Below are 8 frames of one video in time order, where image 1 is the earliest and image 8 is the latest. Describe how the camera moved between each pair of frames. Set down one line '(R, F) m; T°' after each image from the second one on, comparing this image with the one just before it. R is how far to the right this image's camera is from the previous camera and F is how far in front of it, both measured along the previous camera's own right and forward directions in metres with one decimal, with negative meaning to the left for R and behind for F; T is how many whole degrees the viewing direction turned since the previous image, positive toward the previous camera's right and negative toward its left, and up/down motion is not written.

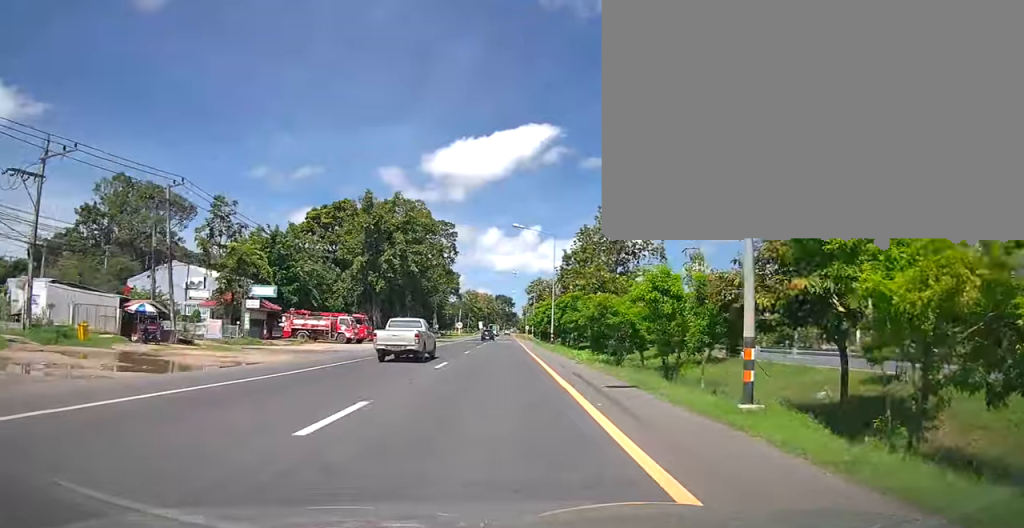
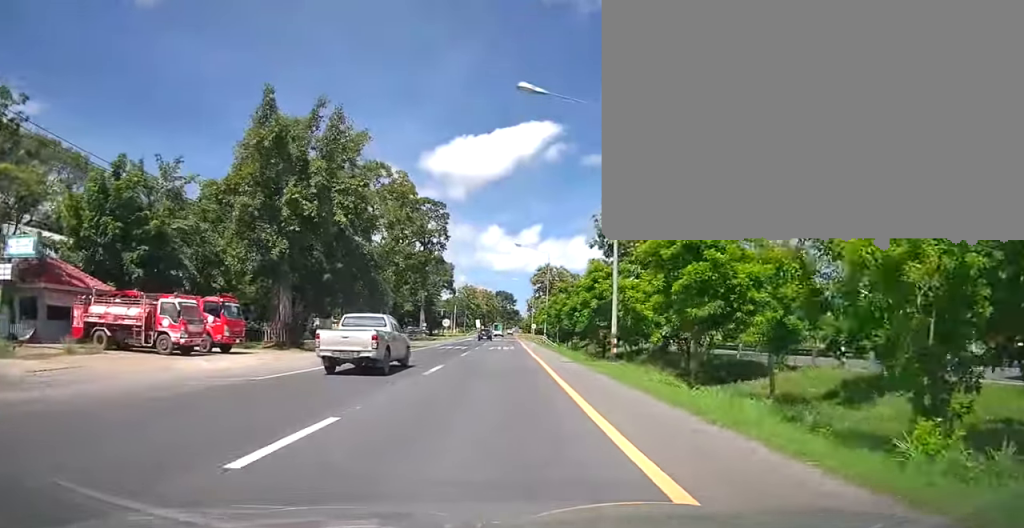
(+0.2, +26.0) m; +1°
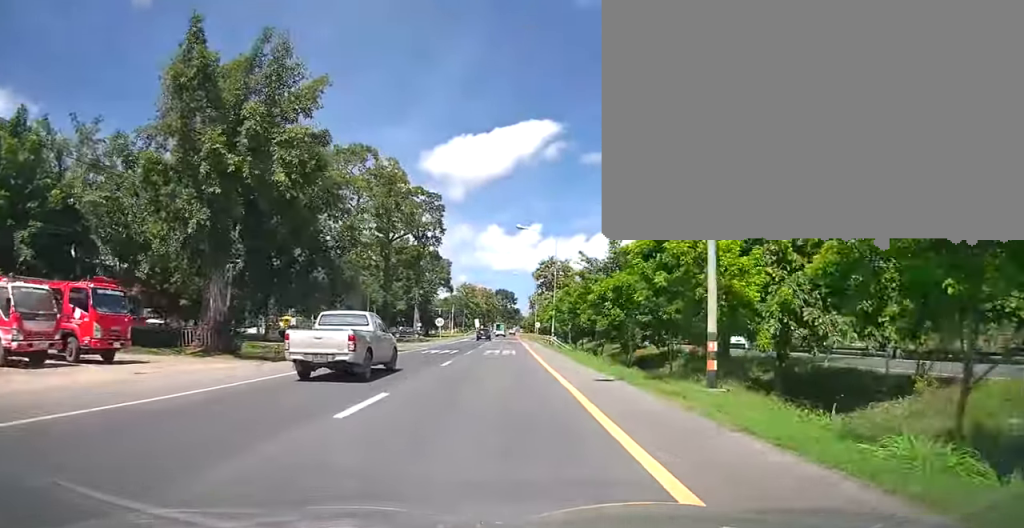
(0.0, +8.9) m; 0°
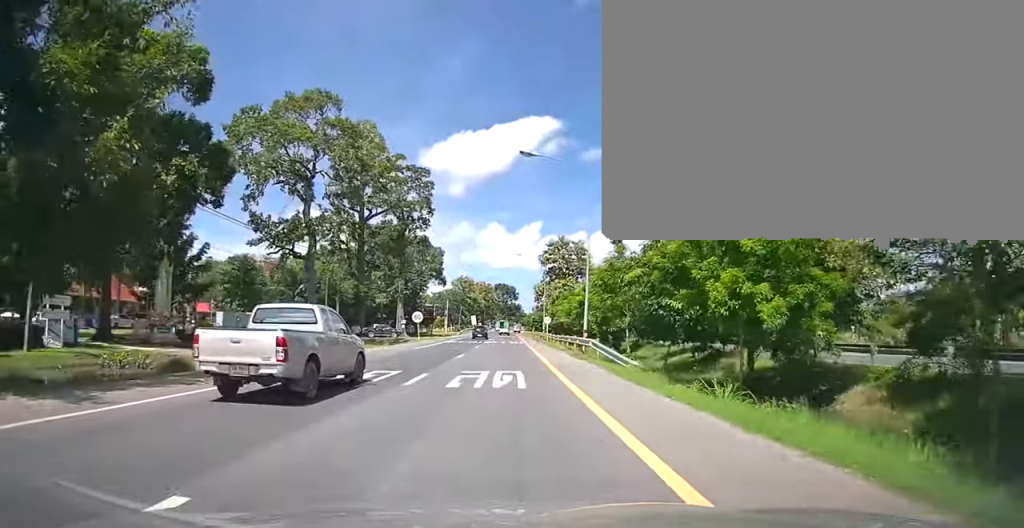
(-0.2, +19.0) m; -1°
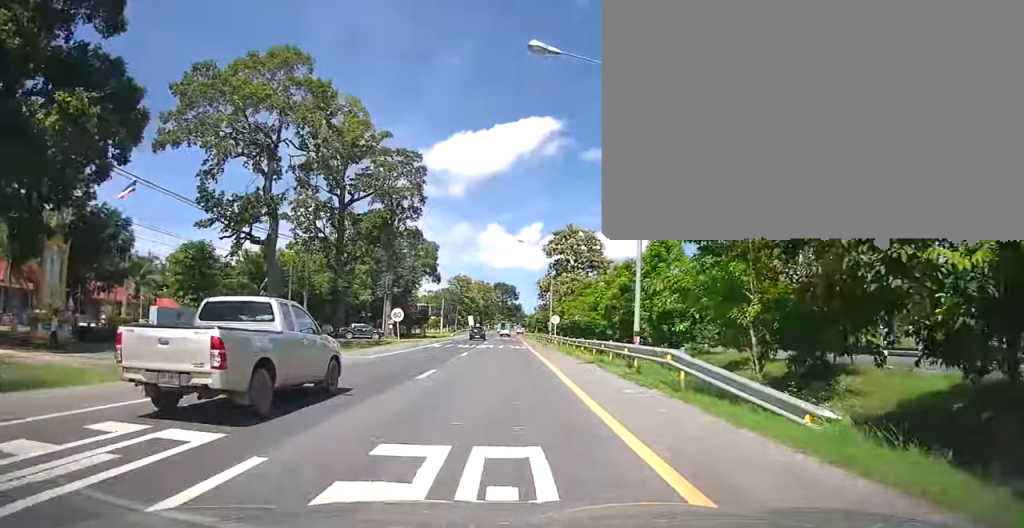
(-0.1, +10.7) m; -1°
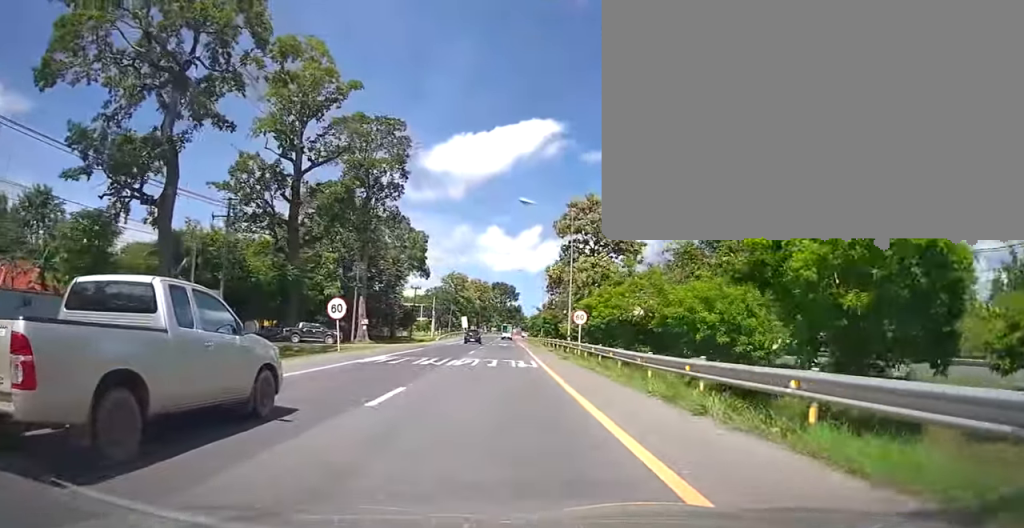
(-0.1, +17.0) m; 0°
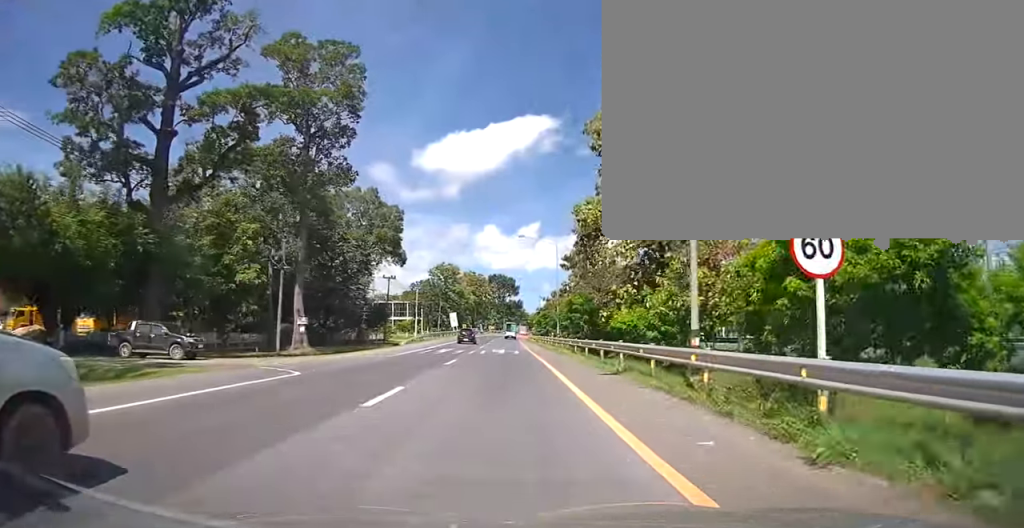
(+0.2, +24.0) m; +1°
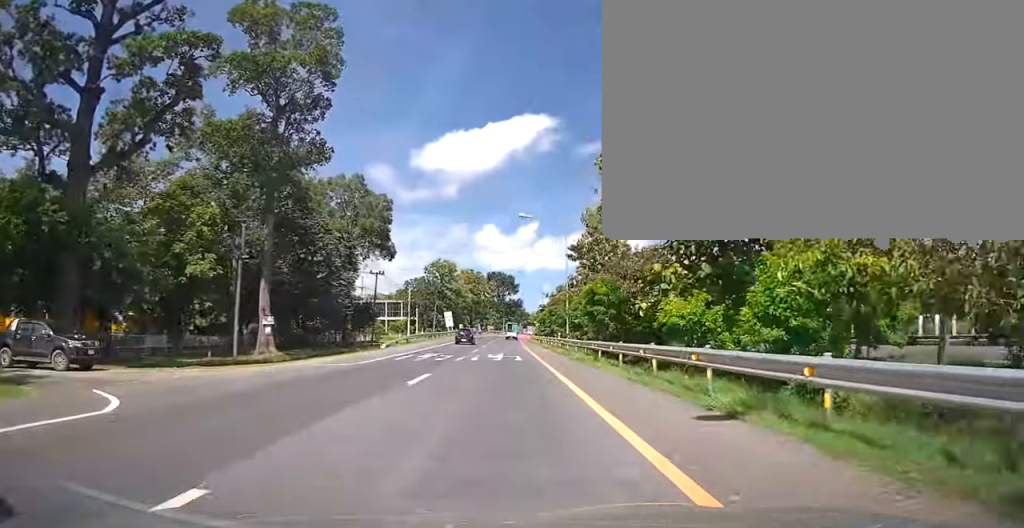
(0.0, +8.1) m; 0°
